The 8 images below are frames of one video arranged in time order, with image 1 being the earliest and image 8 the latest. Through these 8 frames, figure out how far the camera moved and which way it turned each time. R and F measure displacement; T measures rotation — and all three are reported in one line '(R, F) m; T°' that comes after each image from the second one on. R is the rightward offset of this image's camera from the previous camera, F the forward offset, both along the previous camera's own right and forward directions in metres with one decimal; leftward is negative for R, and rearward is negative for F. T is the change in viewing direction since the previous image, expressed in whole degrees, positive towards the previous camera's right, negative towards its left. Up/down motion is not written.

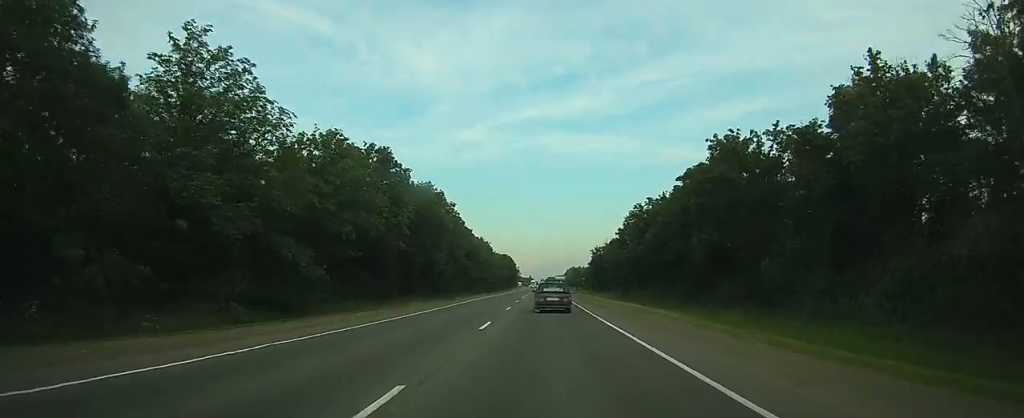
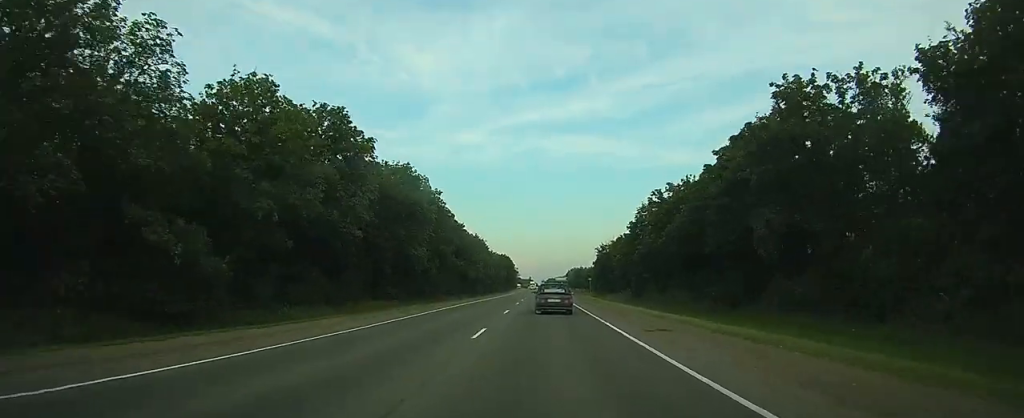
(-0.1, +14.1) m; 0°
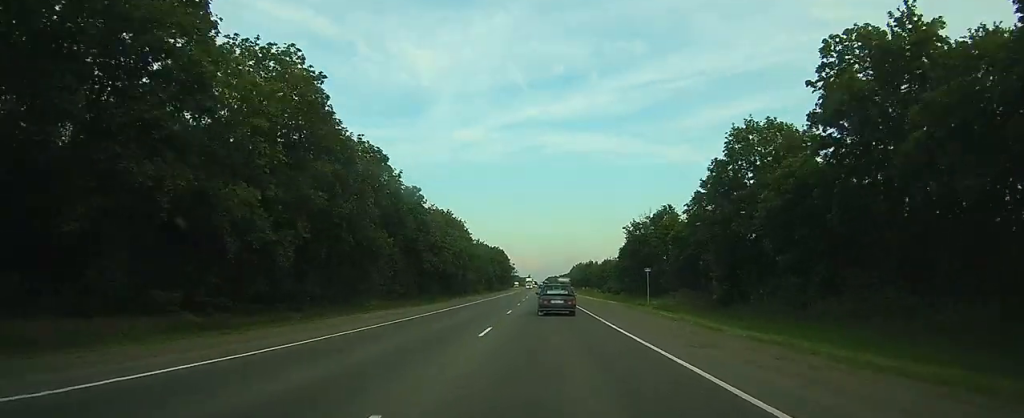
(+0.2, +47.1) m; 0°
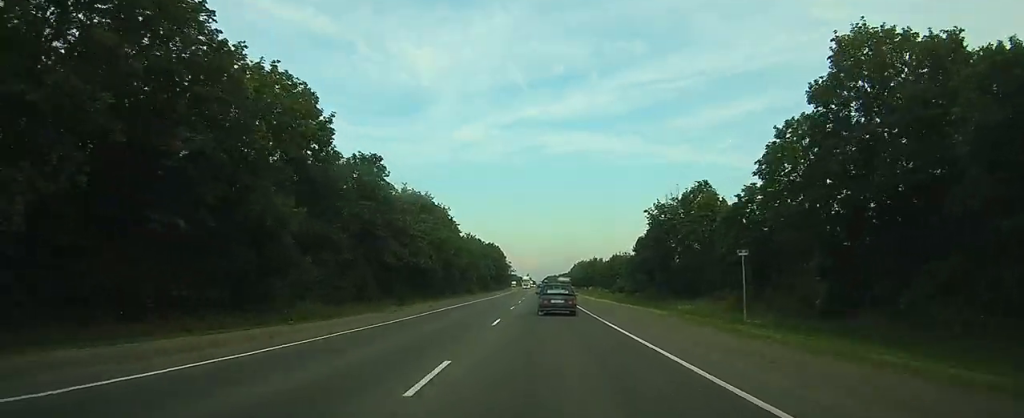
(0.0, +19.9) m; 0°
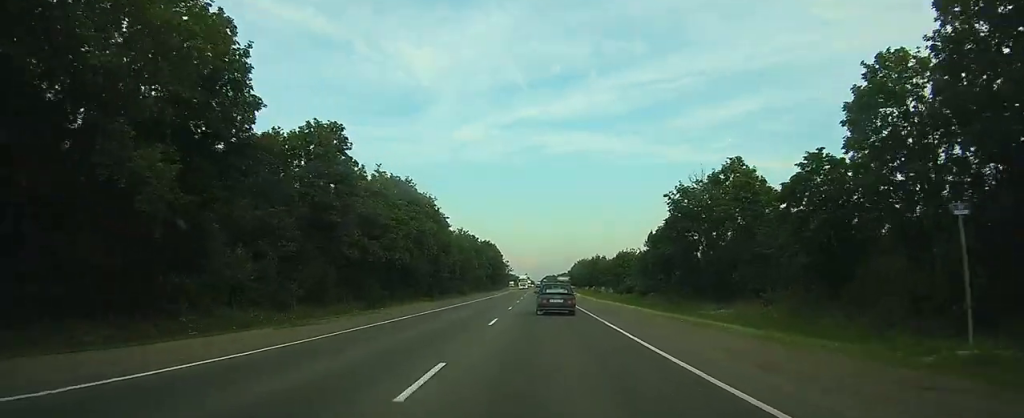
(0.0, +12.3) m; 0°
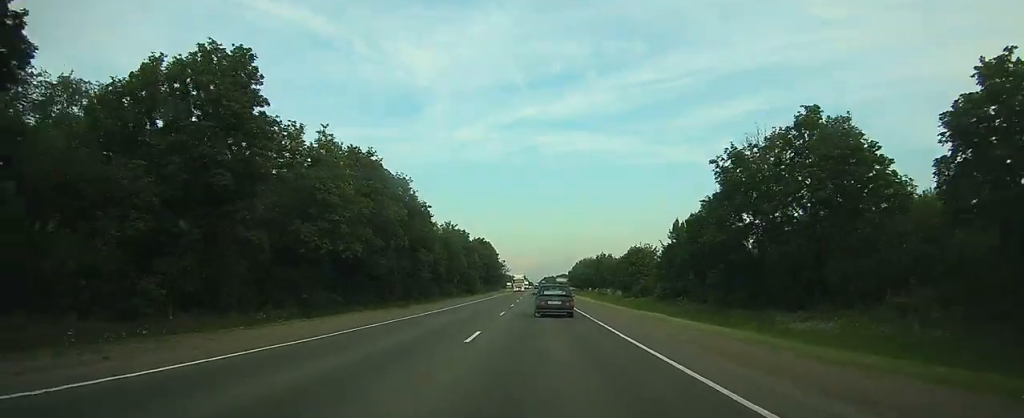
(0.0, +17.0) m; 0°
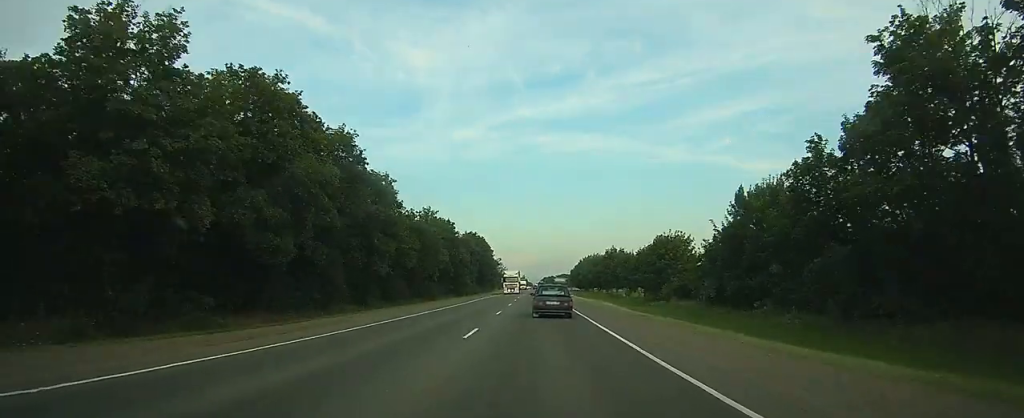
(+0.1, +22.7) m; 0°
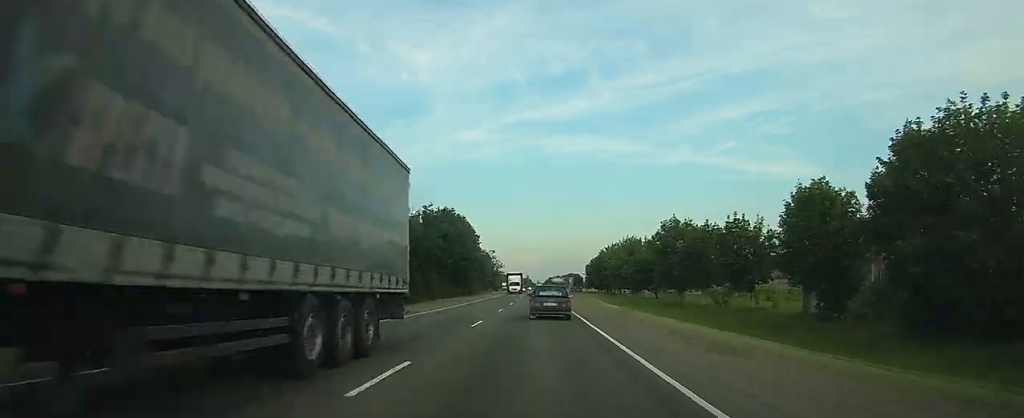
(-0.1, +55.6) m; -1°
